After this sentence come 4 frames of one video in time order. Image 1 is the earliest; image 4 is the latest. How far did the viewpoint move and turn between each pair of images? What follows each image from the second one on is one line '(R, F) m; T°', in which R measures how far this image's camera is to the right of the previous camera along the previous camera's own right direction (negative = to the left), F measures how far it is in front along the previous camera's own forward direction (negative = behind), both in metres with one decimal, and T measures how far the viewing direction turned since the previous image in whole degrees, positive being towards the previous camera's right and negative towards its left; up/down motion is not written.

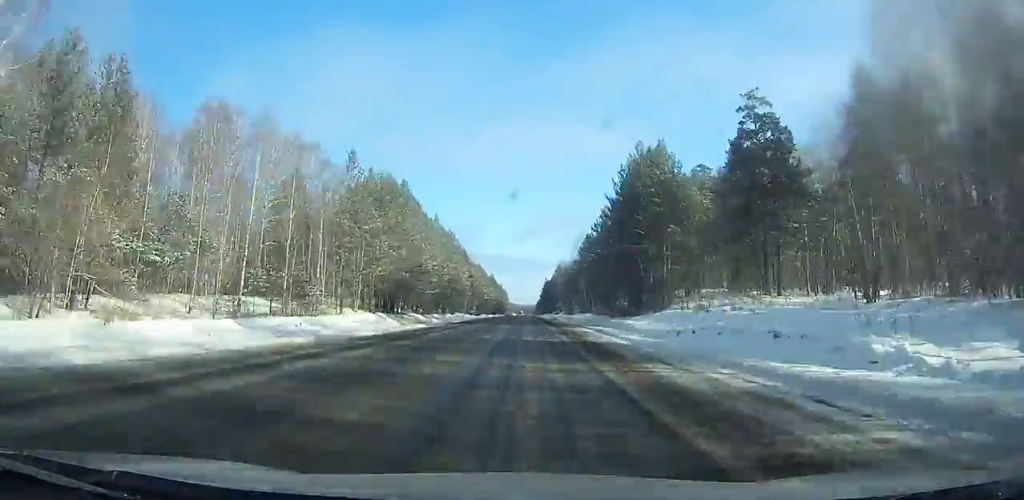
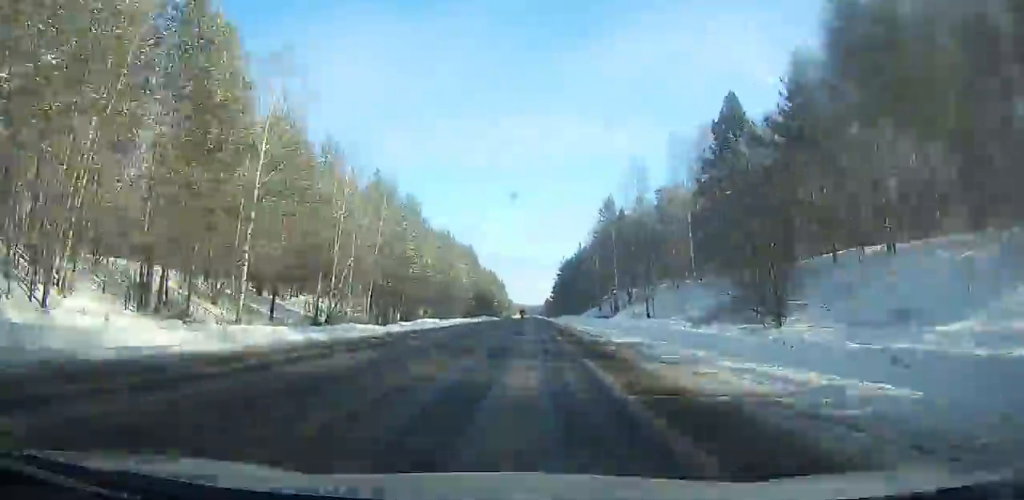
(0.0, +116.0) m; 0°
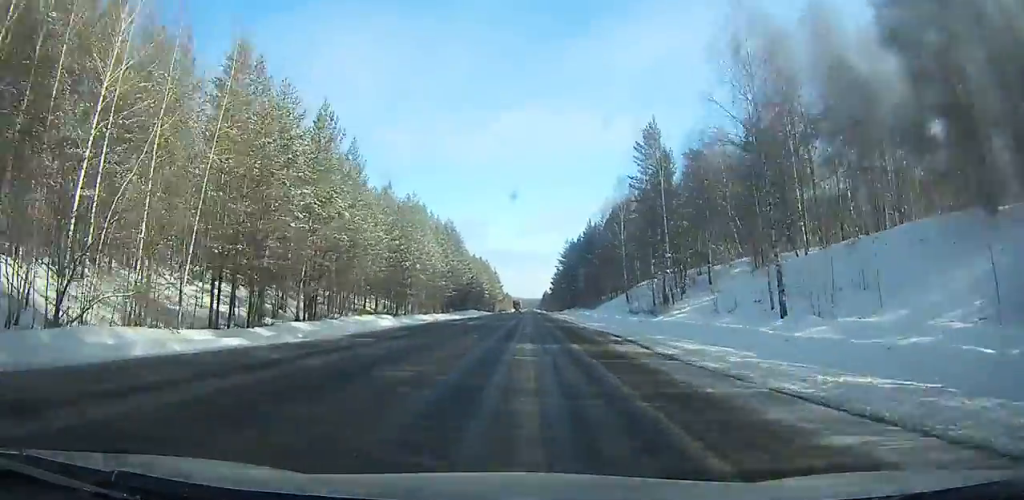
(0.0, +31.1) m; 0°
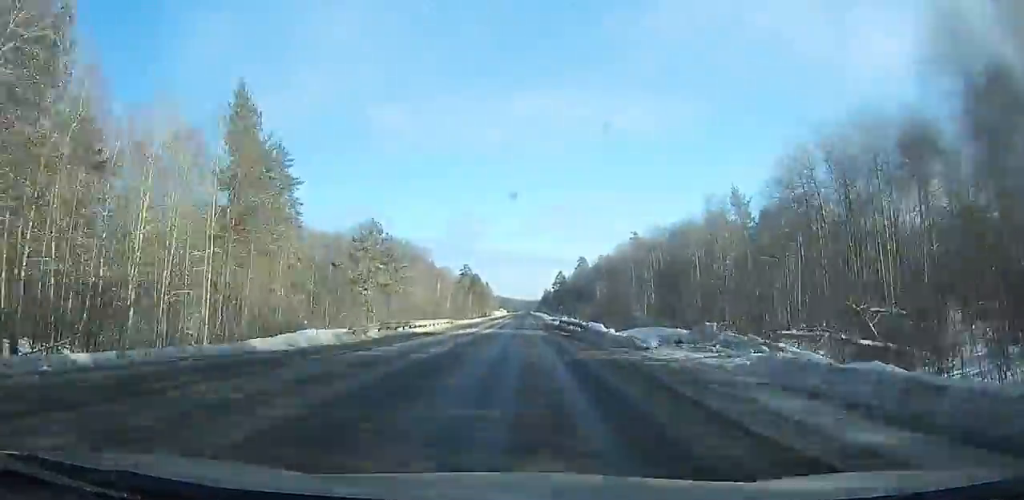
(-1.0, +267.1) m; 0°
